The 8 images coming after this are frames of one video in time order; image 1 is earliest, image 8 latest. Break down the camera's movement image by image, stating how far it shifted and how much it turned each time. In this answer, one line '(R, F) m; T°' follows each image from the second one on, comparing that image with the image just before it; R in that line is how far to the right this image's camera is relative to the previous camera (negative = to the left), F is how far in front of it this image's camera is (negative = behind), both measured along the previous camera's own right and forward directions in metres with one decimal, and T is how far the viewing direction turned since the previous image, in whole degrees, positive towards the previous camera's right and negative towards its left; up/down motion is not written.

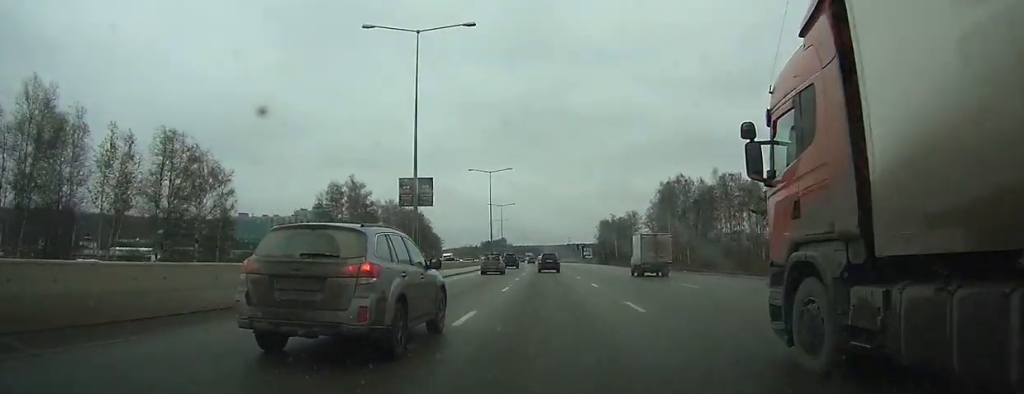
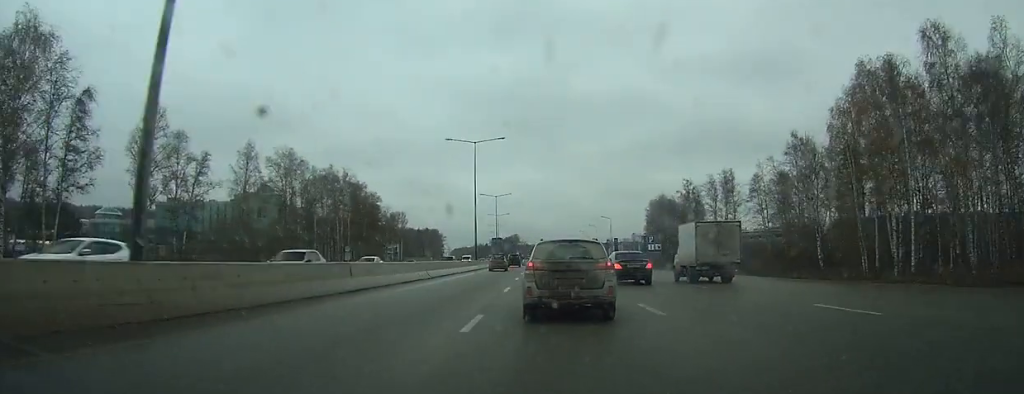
(-1.0, +84.4) m; -1°
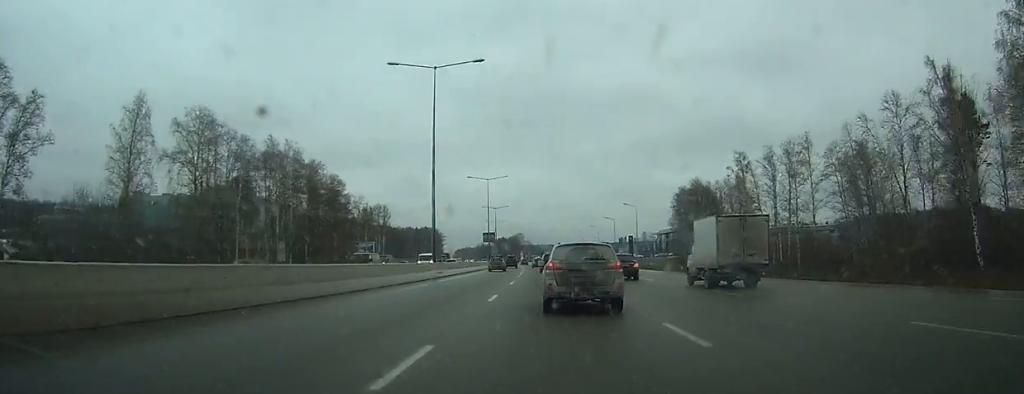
(-0.1, +28.5) m; 0°
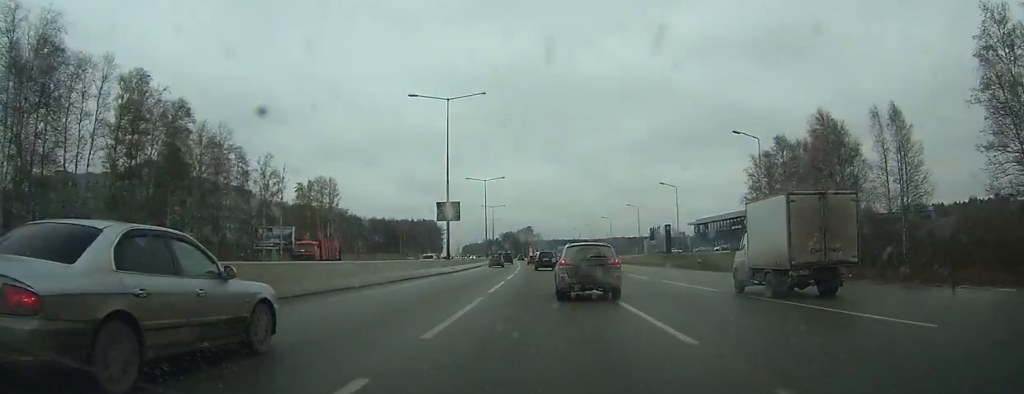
(-0.1, +50.6) m; 0°
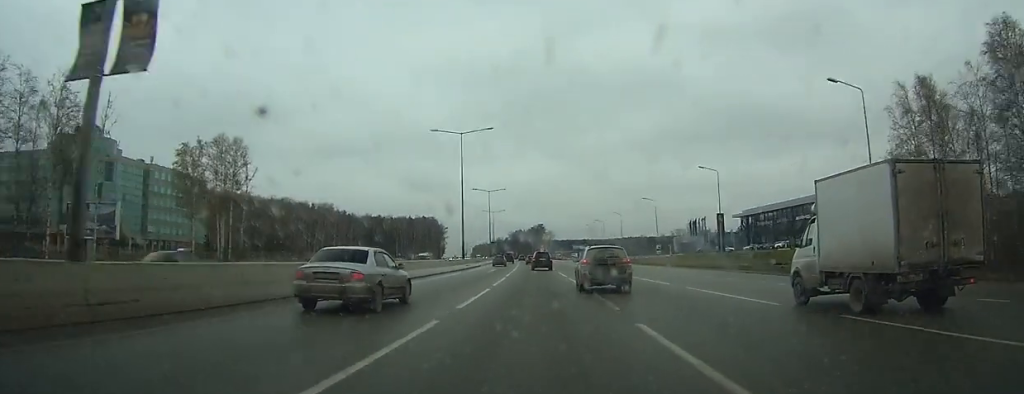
(-0.1, +42.7) m; -1°
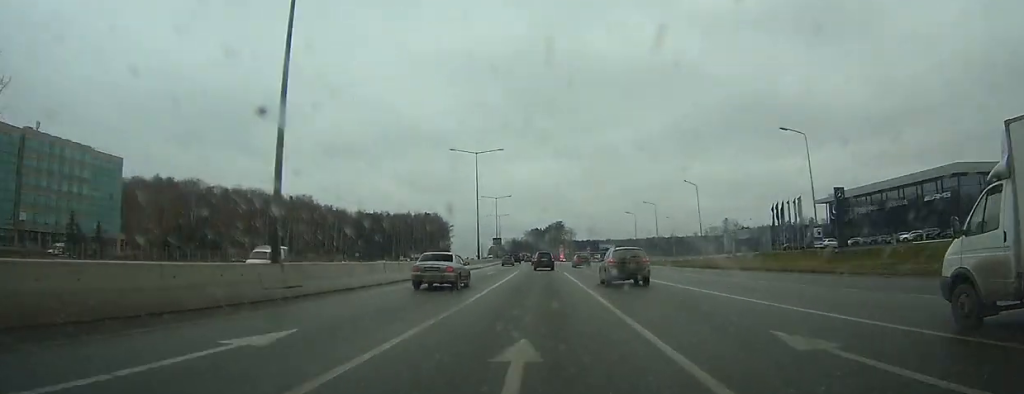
(-0.3, +49.2) m; -2°
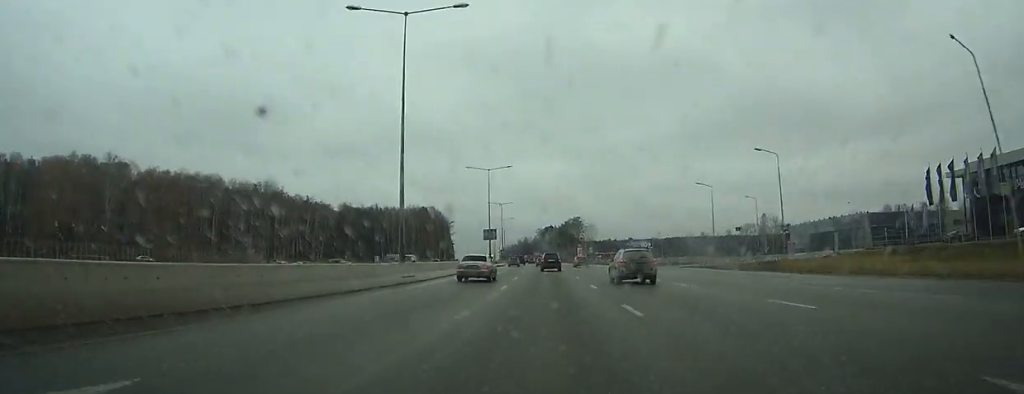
(-1.0, +46.4) m; -2°
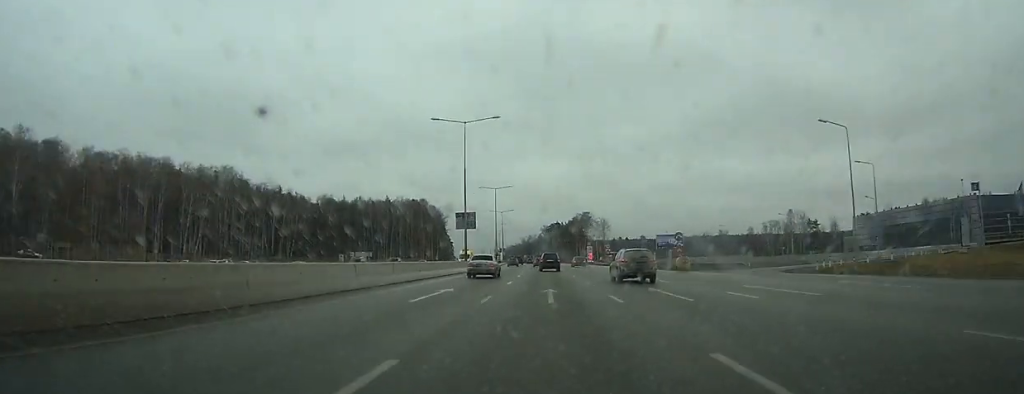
(+0.2, +32.1) m; -1°
